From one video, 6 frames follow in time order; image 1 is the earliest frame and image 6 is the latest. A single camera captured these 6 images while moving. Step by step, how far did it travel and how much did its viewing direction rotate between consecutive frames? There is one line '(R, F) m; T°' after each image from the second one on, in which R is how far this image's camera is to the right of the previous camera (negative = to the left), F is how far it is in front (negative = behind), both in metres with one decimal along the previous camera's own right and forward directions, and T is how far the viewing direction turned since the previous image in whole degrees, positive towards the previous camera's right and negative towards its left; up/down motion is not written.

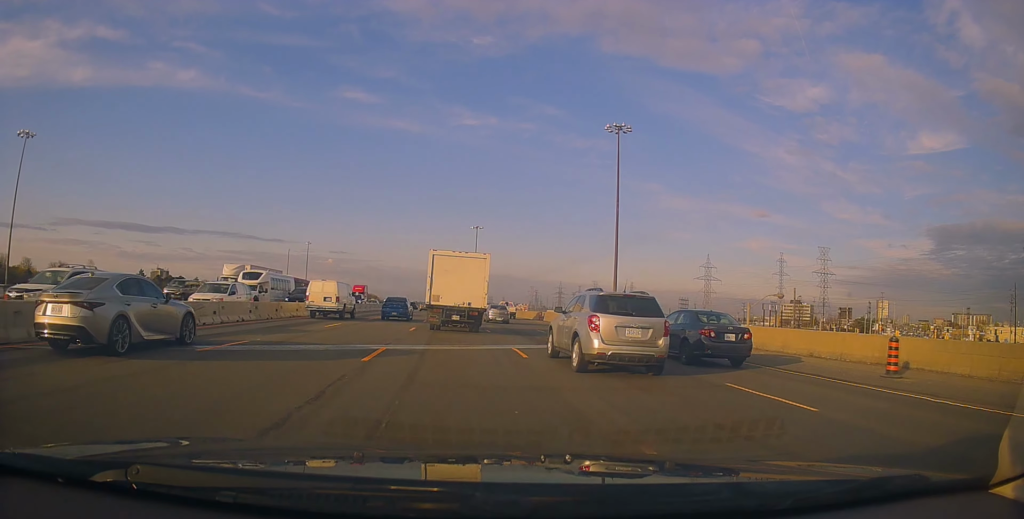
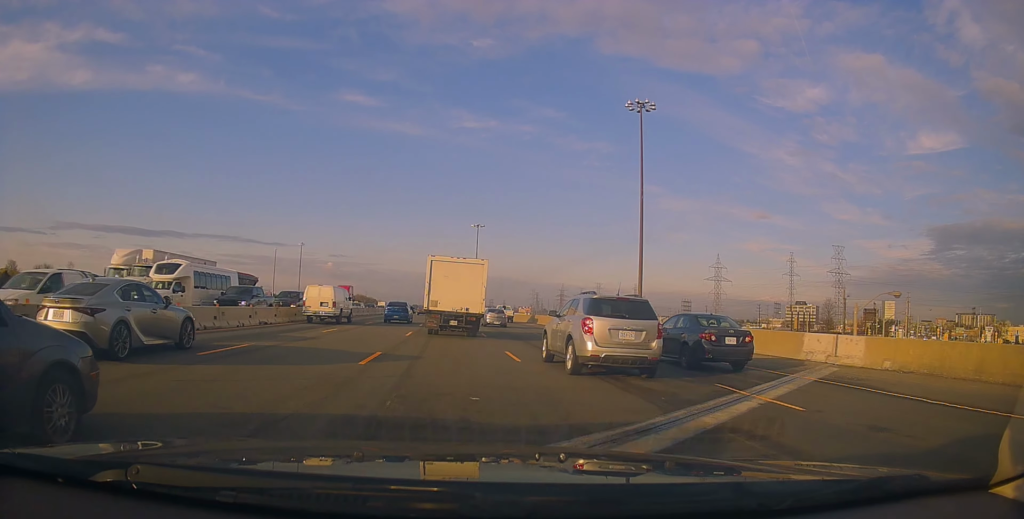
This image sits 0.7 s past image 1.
(-0.2, +11.9) m; 0°
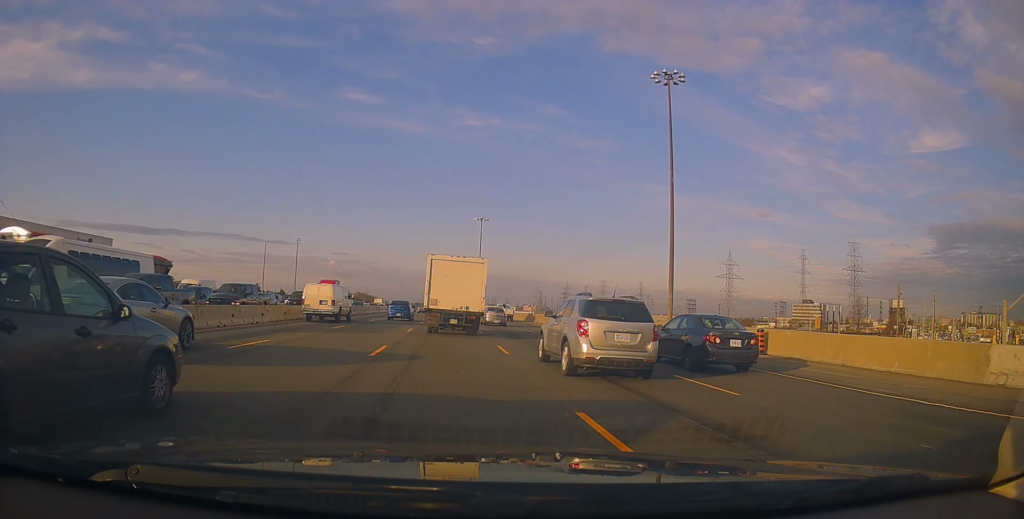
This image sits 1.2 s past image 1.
(-0.1, +9.8) m; 0°
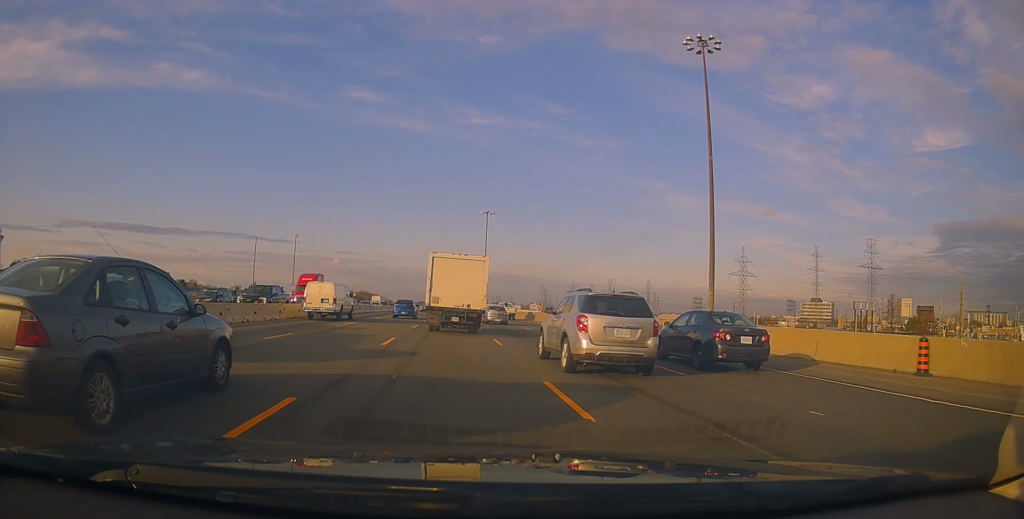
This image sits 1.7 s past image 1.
(+0.1, +9.0) m; 0°
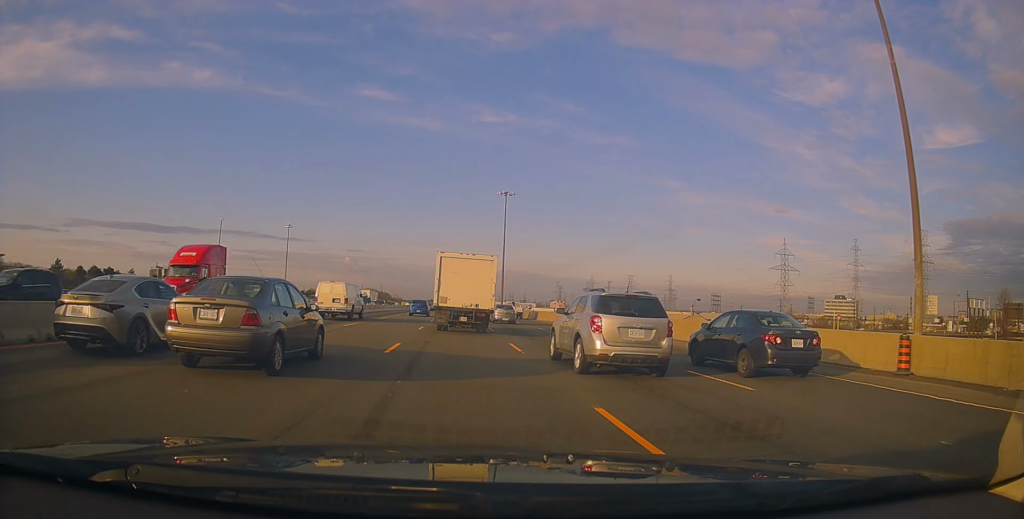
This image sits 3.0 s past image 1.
(-0.4, +26.0) m; -1°
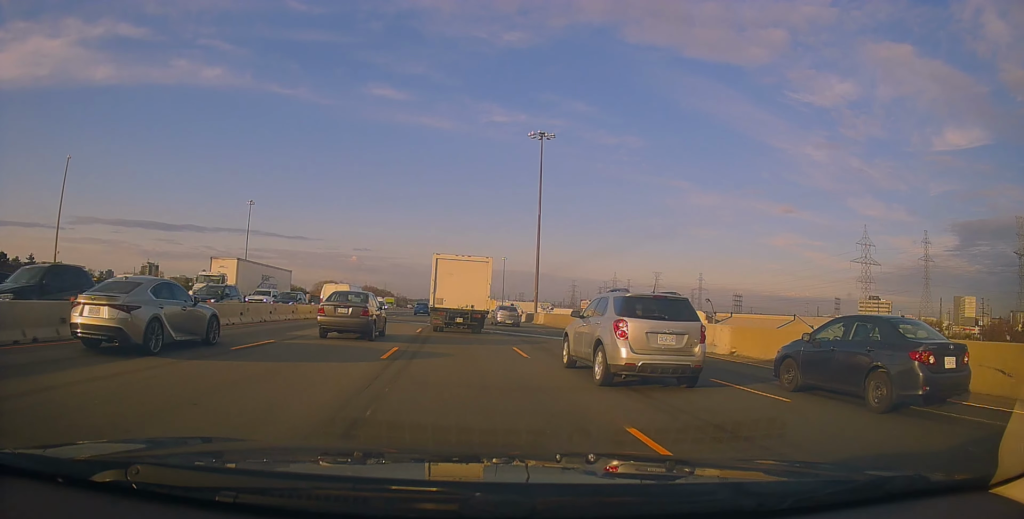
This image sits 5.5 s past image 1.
(-0.2, +49.0) m; -1°
